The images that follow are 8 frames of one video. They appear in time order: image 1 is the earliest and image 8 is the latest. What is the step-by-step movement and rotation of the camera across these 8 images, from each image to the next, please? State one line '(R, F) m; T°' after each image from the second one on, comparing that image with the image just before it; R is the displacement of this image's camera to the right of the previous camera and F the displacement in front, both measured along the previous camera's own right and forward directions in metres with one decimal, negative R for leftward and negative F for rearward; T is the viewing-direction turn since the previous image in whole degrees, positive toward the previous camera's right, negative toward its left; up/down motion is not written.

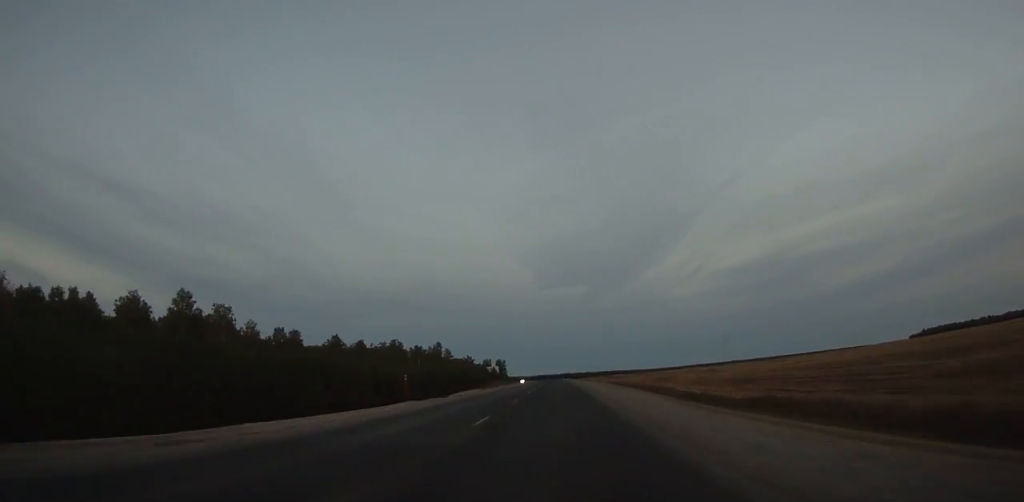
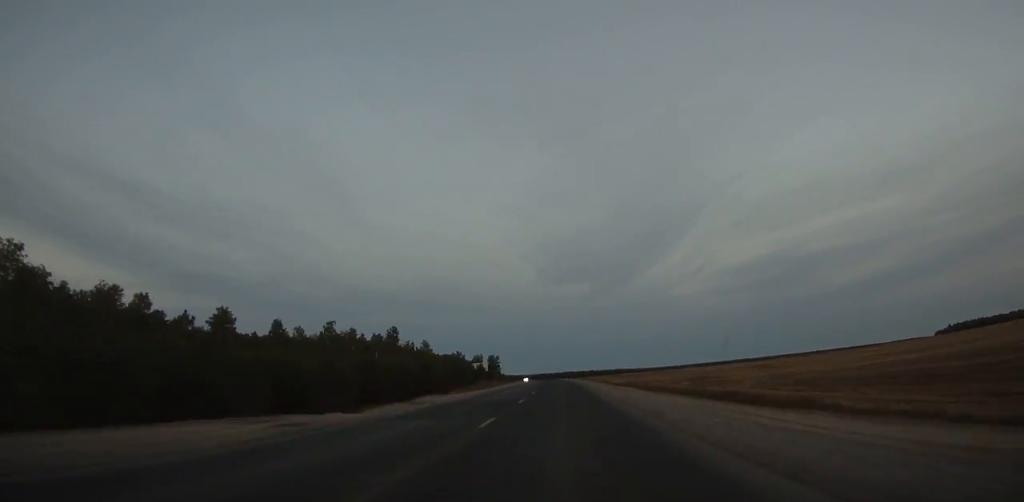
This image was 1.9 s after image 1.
(-0.3, +49.2) m; 0°
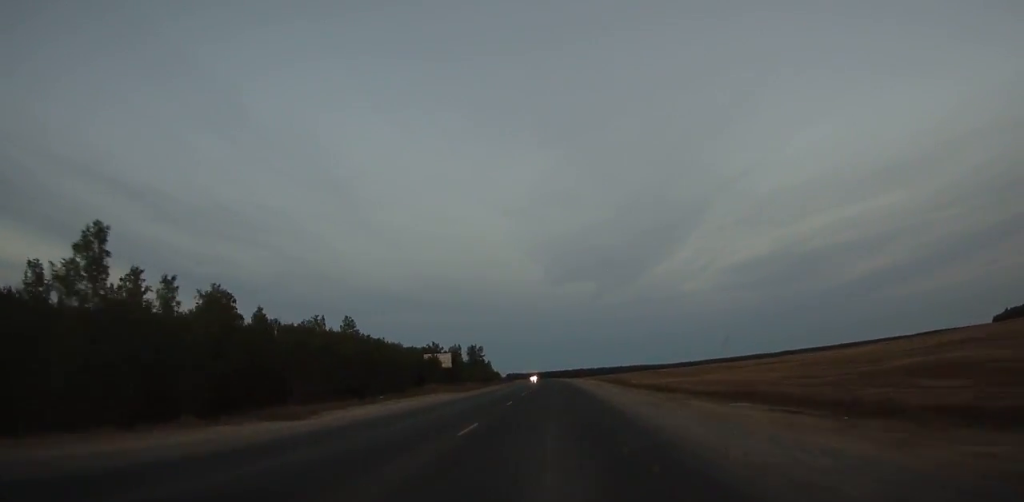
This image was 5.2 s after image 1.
(-0.7, +85.3) m; -1°
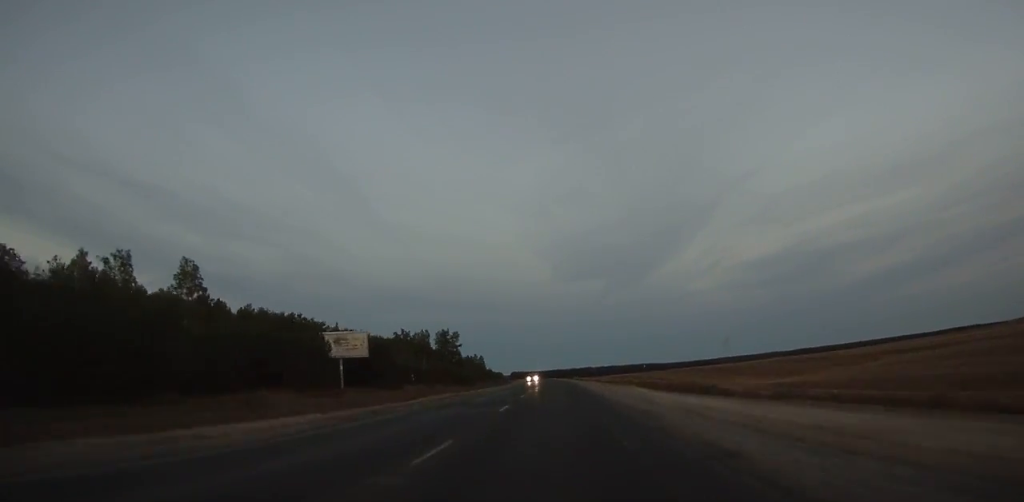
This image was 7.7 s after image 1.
(-0.4, +64.4) m; -1°
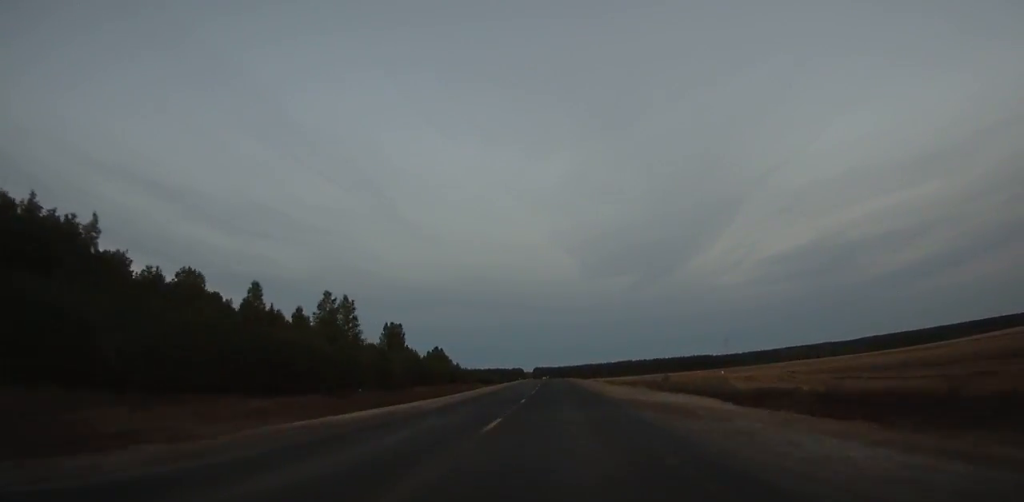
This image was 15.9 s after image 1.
(-6.2, +208.3) m; -4°
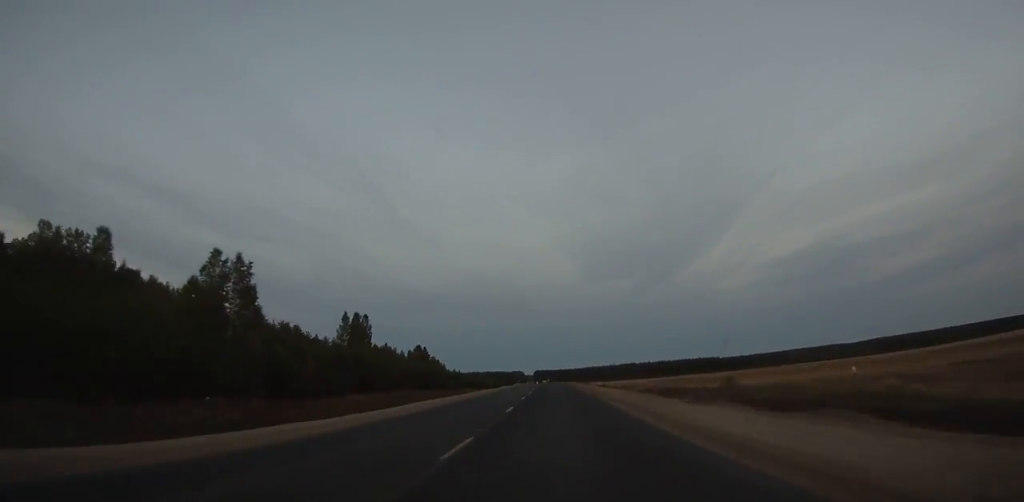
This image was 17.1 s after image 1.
(-0.1, +29.7) m; 0°
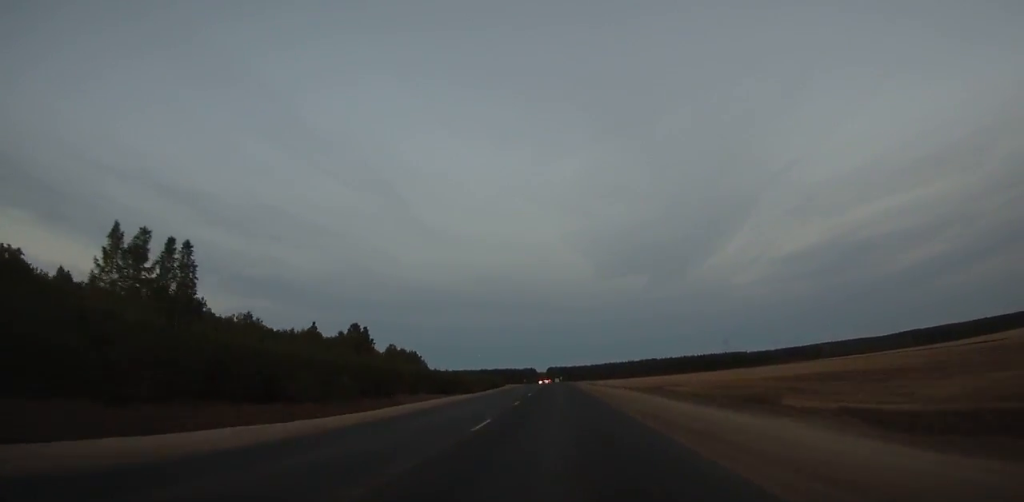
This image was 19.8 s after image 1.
(-0.4, +66.0) m; -1°
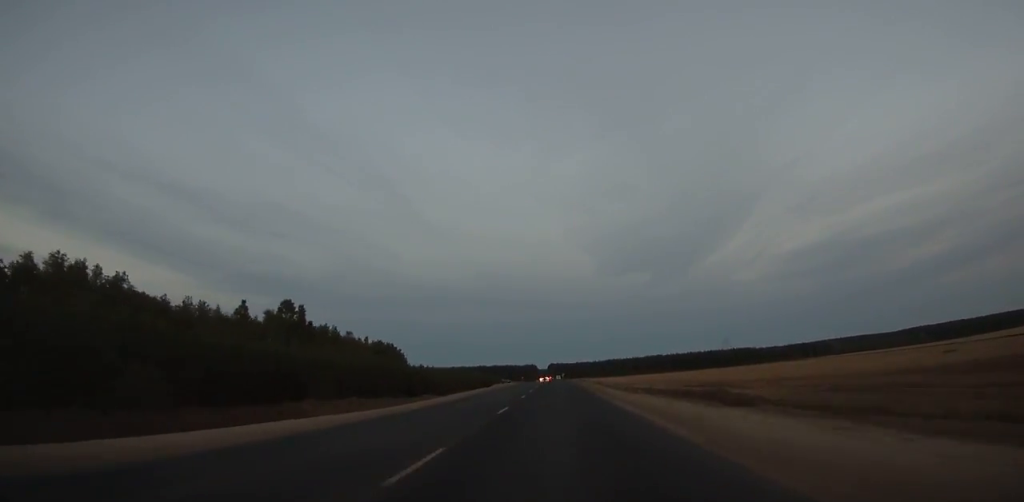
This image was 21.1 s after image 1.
(-0.1, +31.4) m; 0°
